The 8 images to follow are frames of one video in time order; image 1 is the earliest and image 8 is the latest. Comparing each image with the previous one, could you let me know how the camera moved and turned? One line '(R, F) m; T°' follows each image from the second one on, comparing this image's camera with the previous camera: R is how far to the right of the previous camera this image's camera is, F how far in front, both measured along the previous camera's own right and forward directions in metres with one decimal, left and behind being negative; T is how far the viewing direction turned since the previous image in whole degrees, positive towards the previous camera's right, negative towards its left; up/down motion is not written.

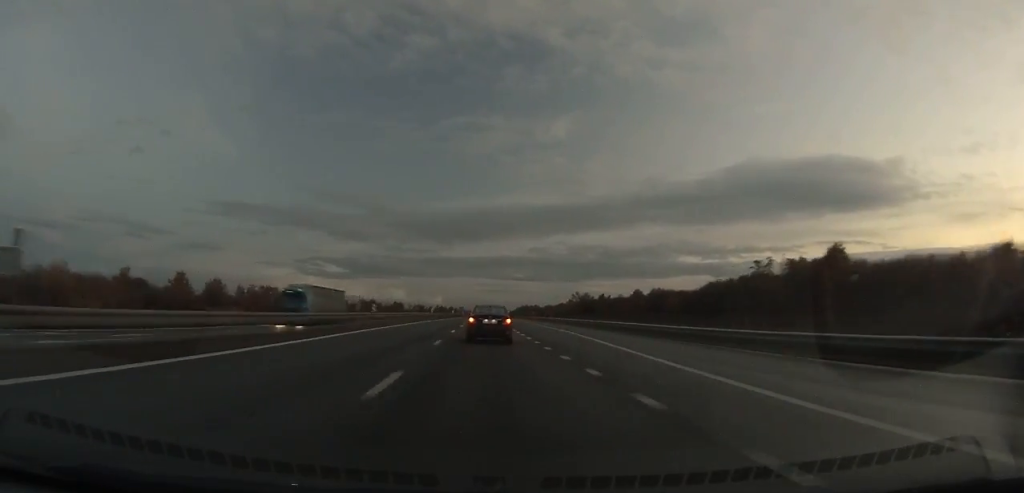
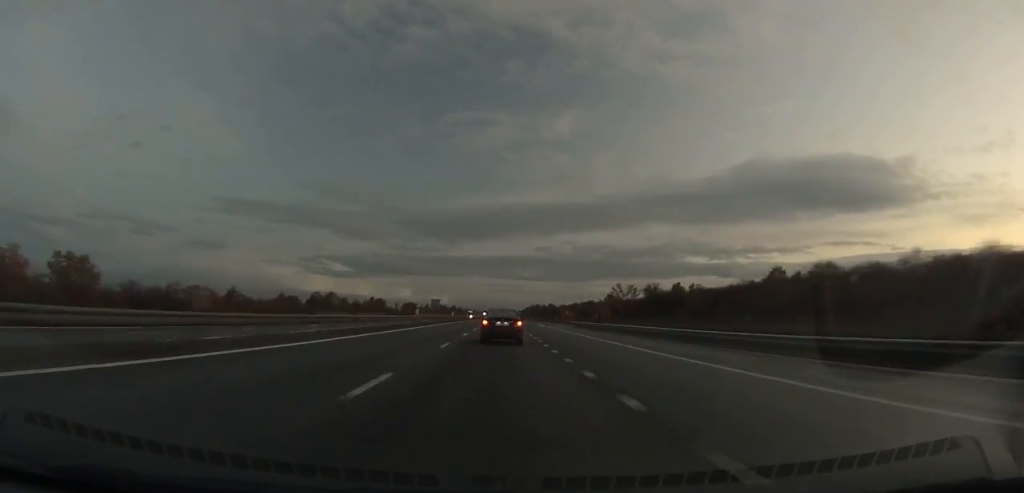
(-0.6, +97.5) m; -1°
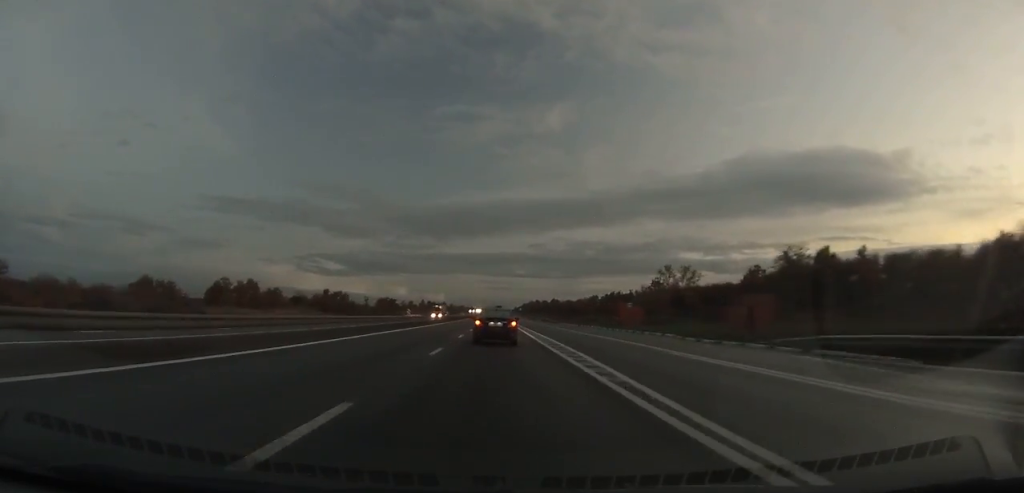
(-0.3, +78.5) m; 0°
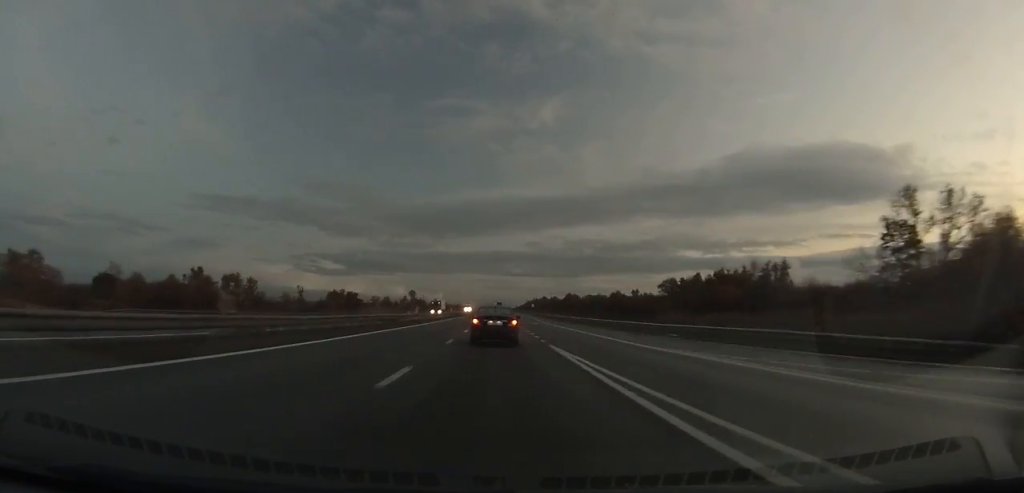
(+0.2, +108.7) m; 0°
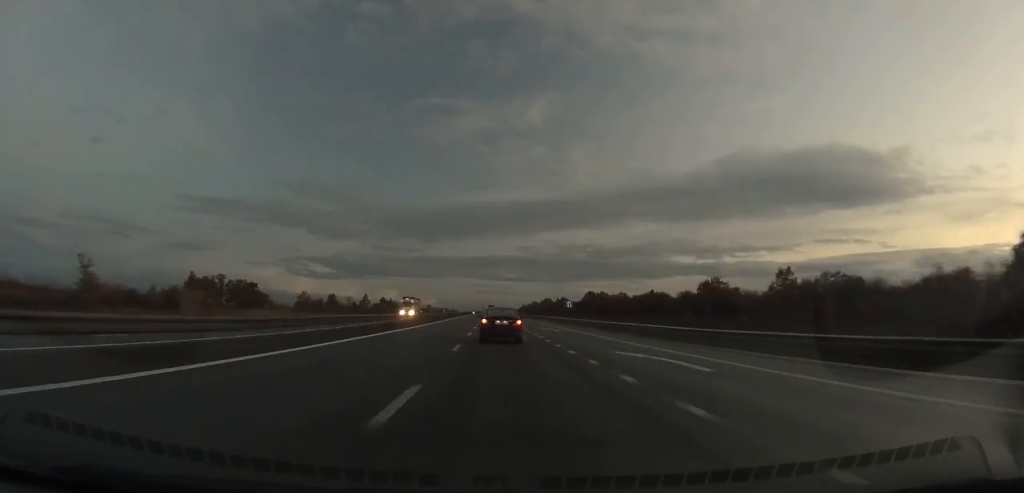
(+0.1, +119.0) m; 0°
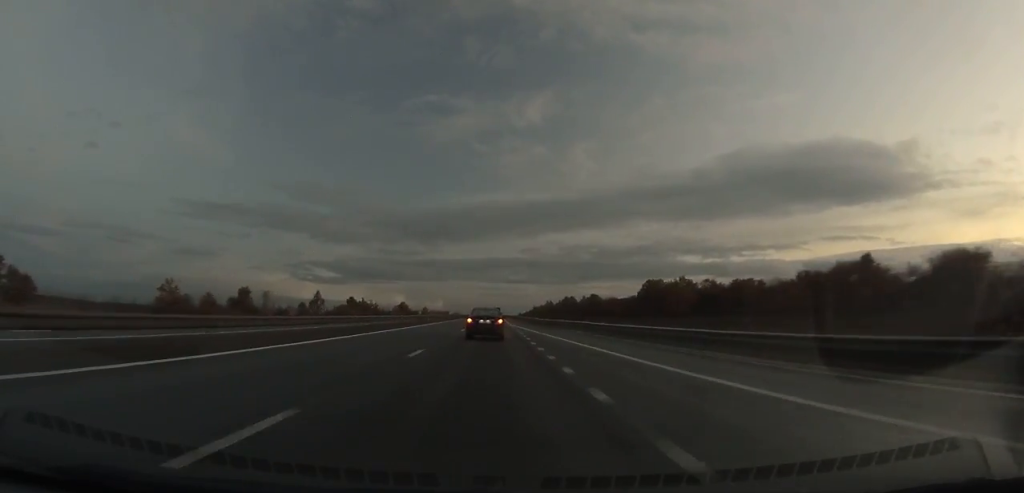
(+0.1, +102.6) m; 0°
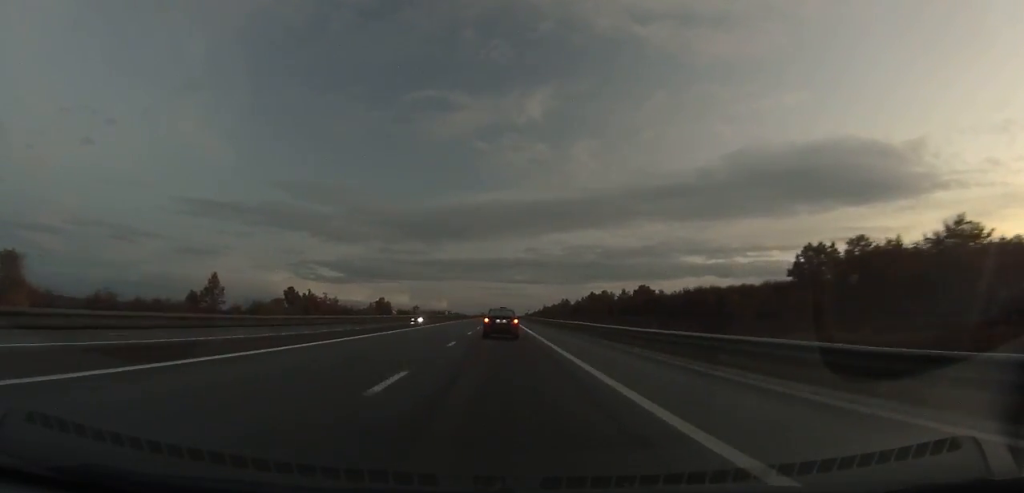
(-0.2, +91.9) m; 0°
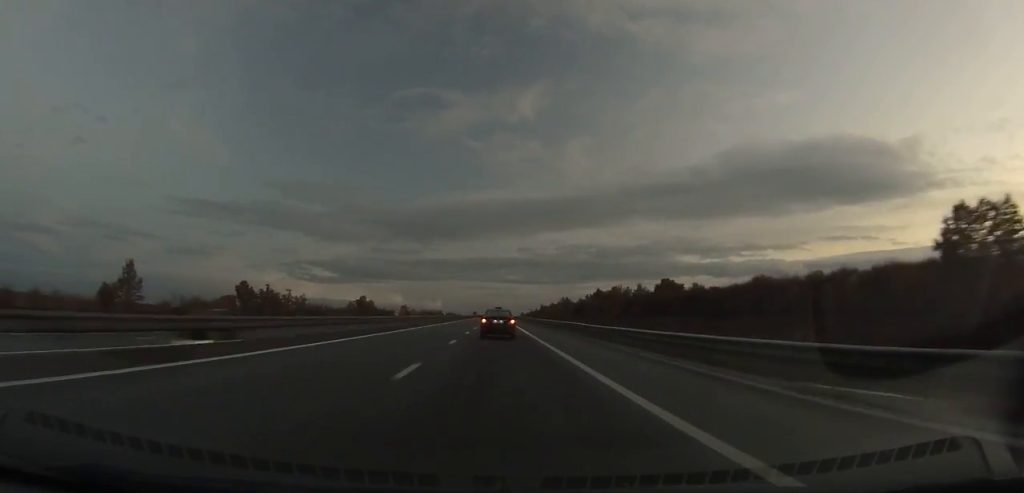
(0.0, +33.2) m; 0°
